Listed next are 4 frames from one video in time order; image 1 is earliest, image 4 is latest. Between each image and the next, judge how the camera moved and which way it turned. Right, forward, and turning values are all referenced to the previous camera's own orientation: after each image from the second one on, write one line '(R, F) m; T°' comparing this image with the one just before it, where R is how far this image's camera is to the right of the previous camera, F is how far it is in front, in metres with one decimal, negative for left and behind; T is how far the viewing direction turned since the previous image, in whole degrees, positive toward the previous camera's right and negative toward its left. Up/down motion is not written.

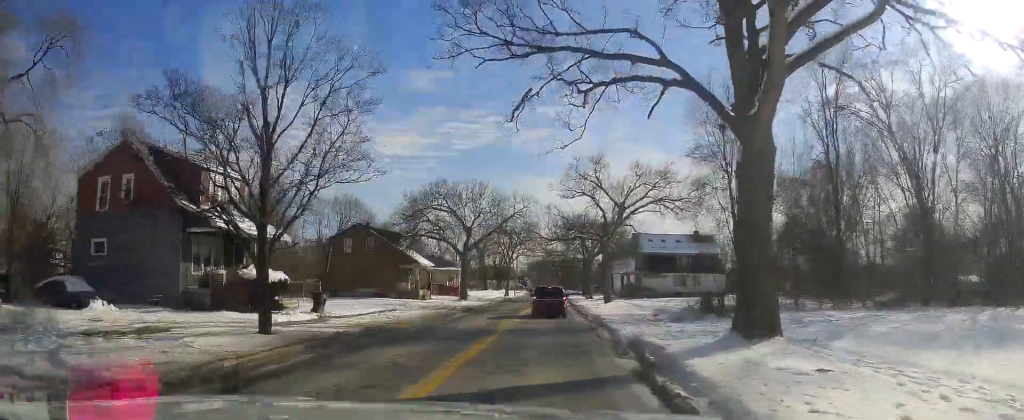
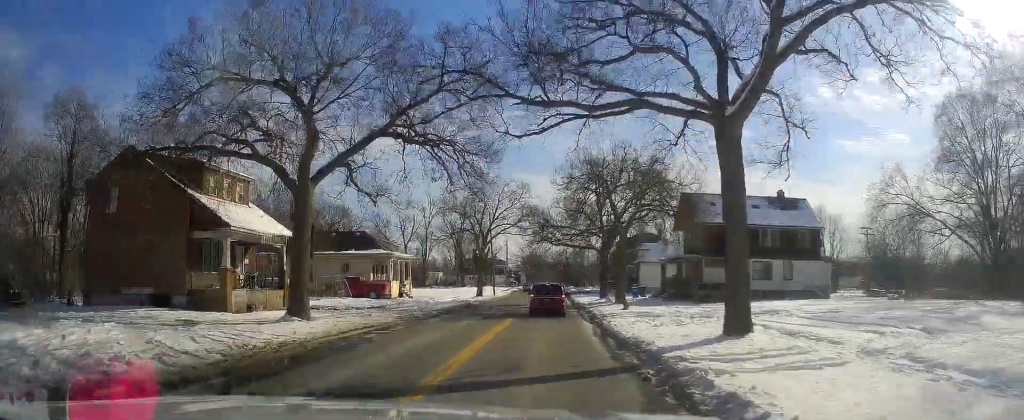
(-0.2, +37.6) m; -1°
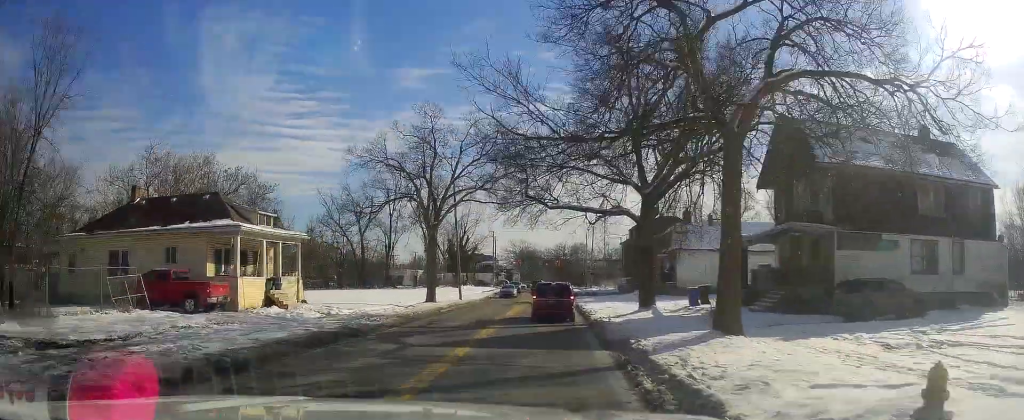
(-0.1, +26.2) m; +2°
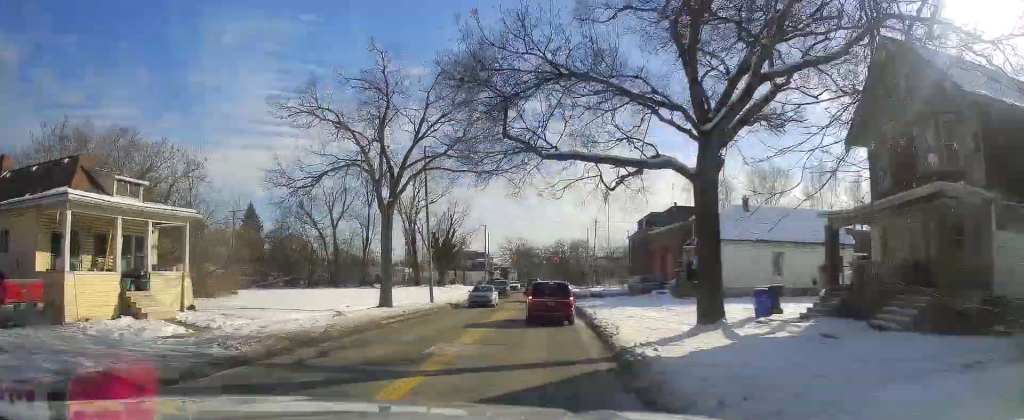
(0.0, +11.8) m; +1°
